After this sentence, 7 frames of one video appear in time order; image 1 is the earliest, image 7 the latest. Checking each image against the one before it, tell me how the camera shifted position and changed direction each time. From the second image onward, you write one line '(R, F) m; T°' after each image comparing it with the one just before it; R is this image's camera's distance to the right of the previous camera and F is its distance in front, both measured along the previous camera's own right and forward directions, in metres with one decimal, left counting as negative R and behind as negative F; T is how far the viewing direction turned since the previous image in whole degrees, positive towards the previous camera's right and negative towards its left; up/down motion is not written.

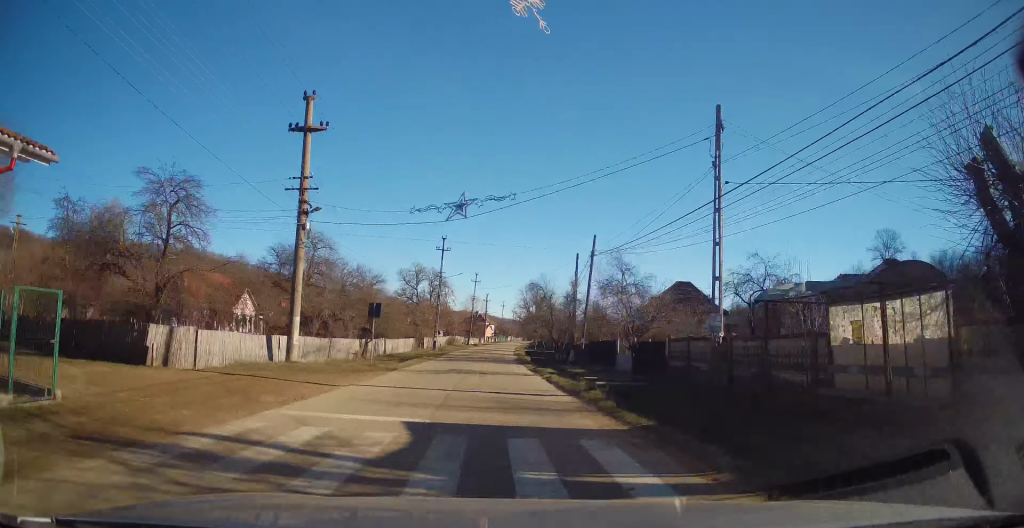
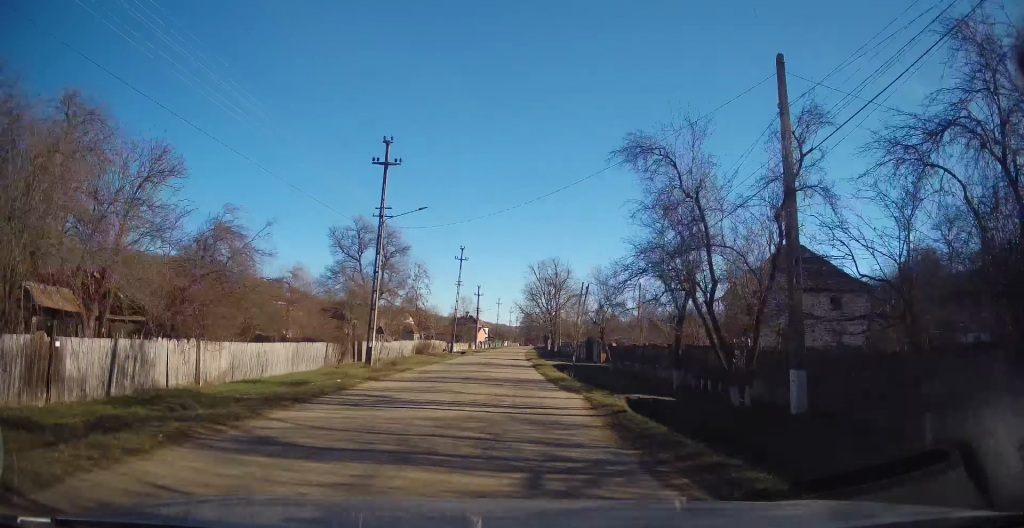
(+0.6, +30.6) m; +3°
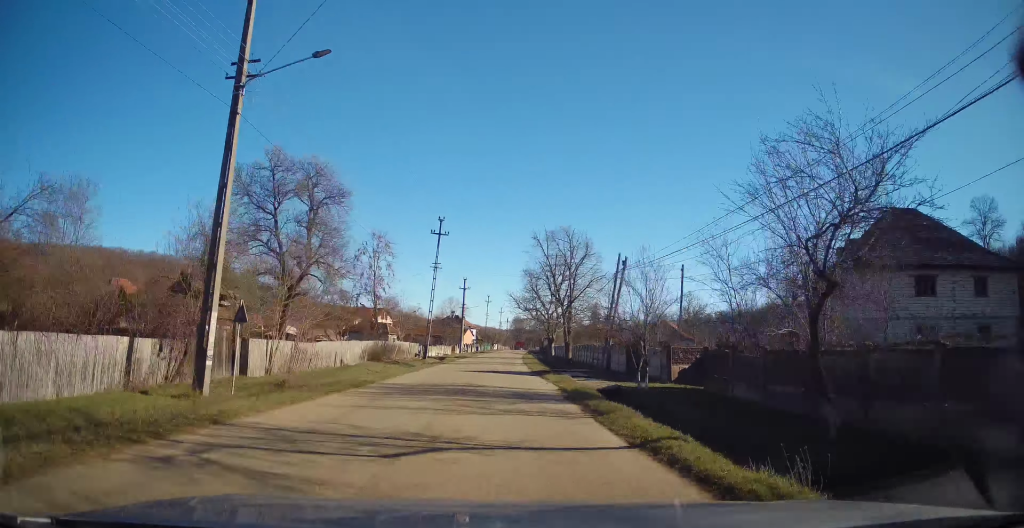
(-0.1, +16.4) m; 0°
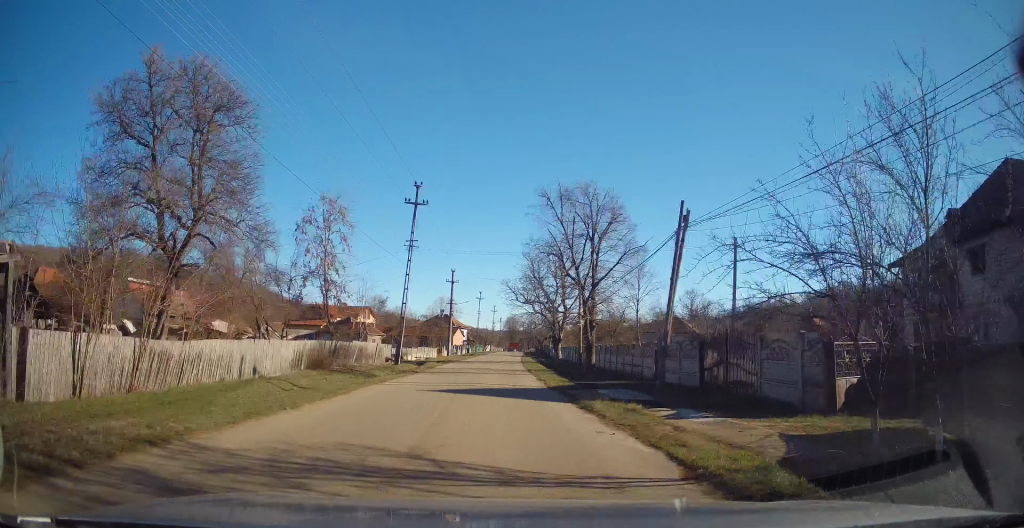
(-0.1, +11.1) m; 0°
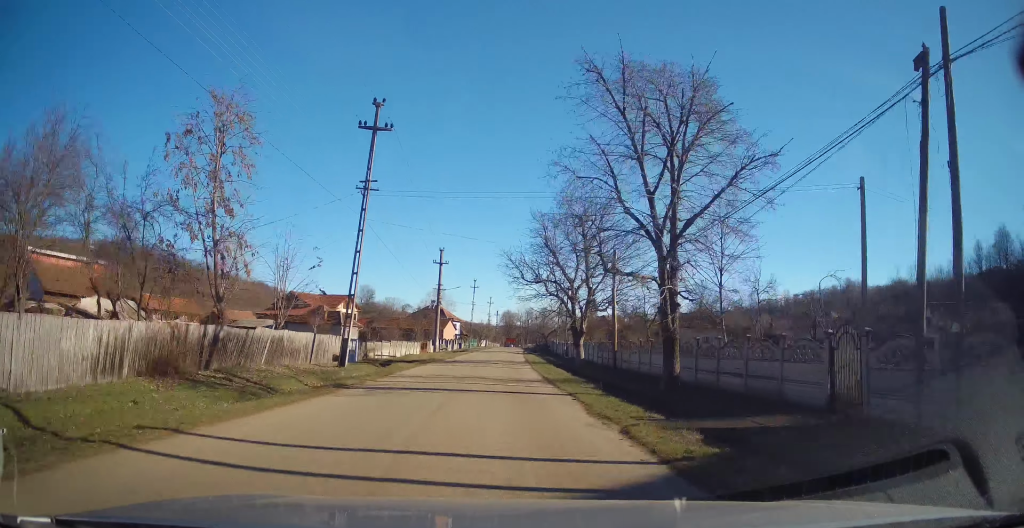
(+0.3, +12.9) m; +1°
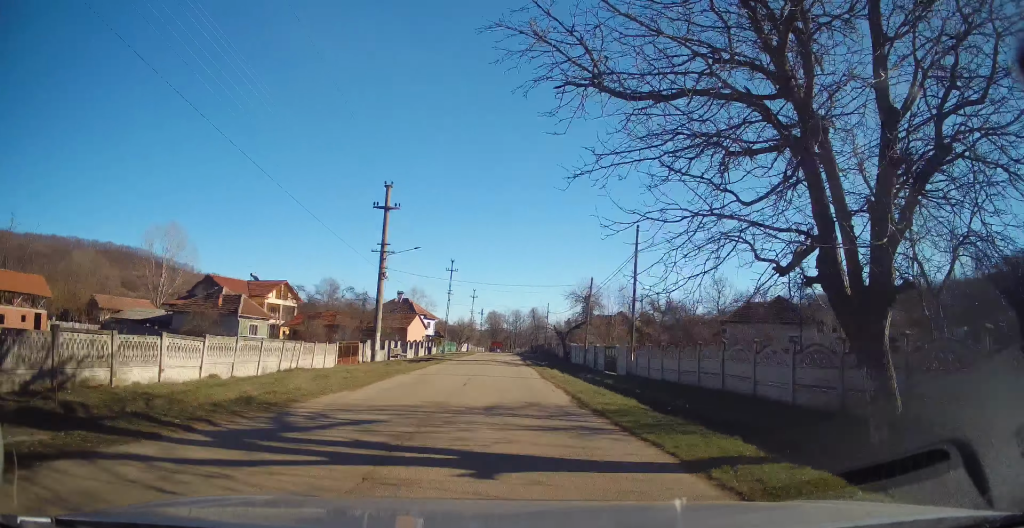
(0.0, +27.1) m; +1°
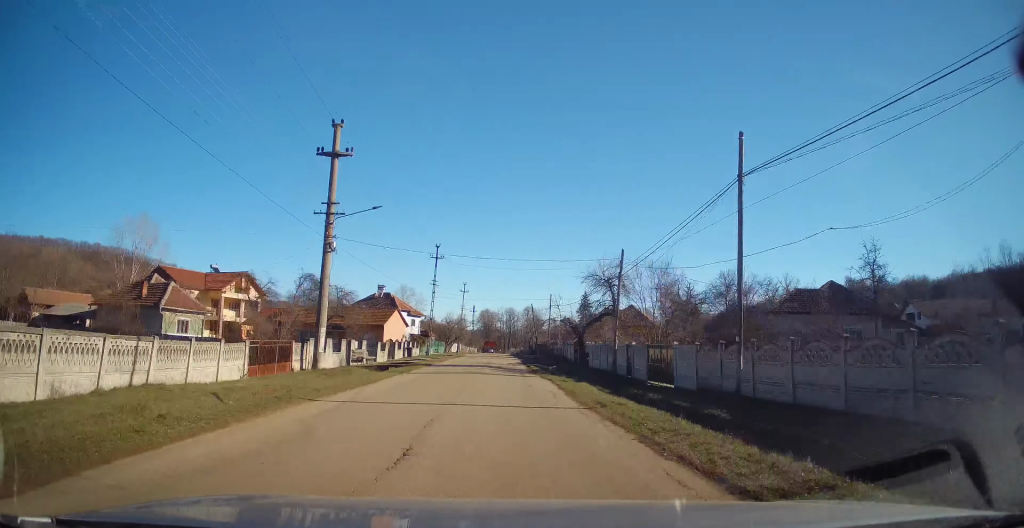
(0.0, +10.8) m; +1°
